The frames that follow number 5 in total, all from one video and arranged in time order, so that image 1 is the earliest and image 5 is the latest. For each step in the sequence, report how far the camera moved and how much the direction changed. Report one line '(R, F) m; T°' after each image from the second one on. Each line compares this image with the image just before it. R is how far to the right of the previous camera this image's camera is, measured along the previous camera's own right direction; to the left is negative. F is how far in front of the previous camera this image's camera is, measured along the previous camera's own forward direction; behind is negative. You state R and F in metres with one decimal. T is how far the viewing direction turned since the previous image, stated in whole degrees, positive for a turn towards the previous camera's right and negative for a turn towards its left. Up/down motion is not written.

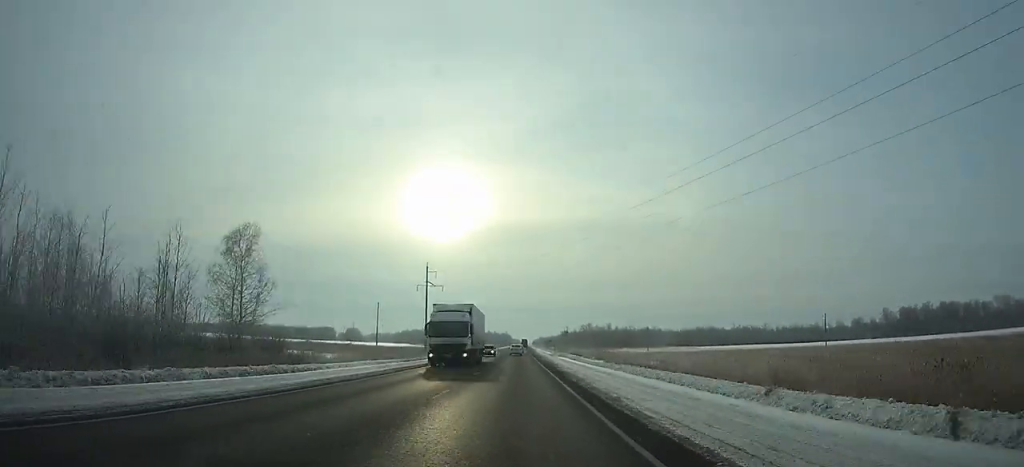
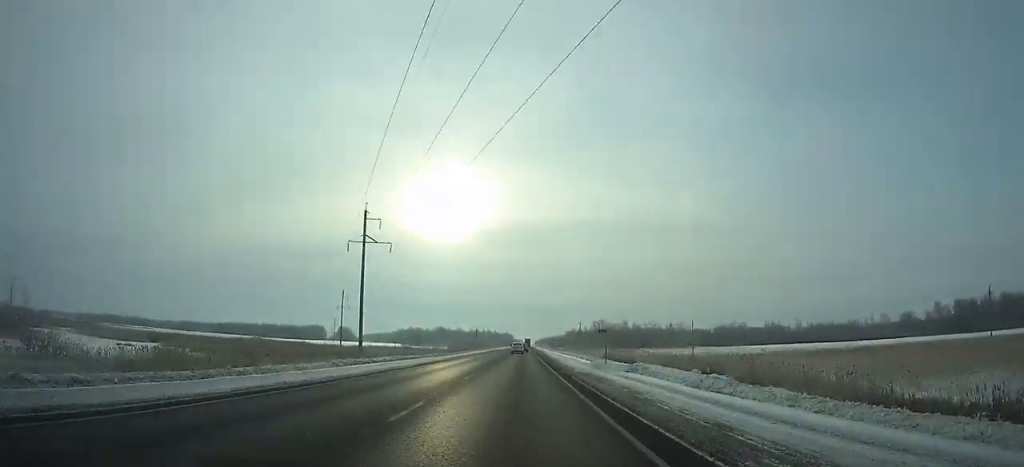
(-0.1, +52.6) m; 0°
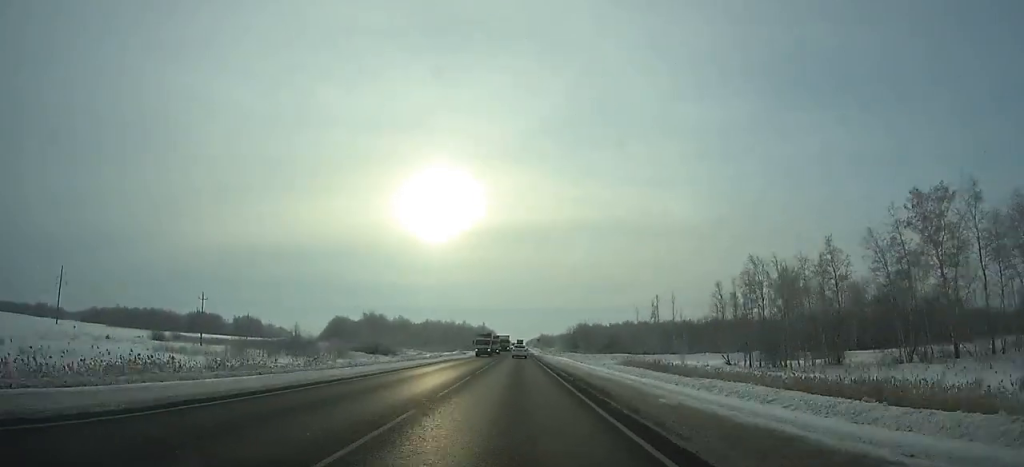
(+2.6, +281.1) m; +1°
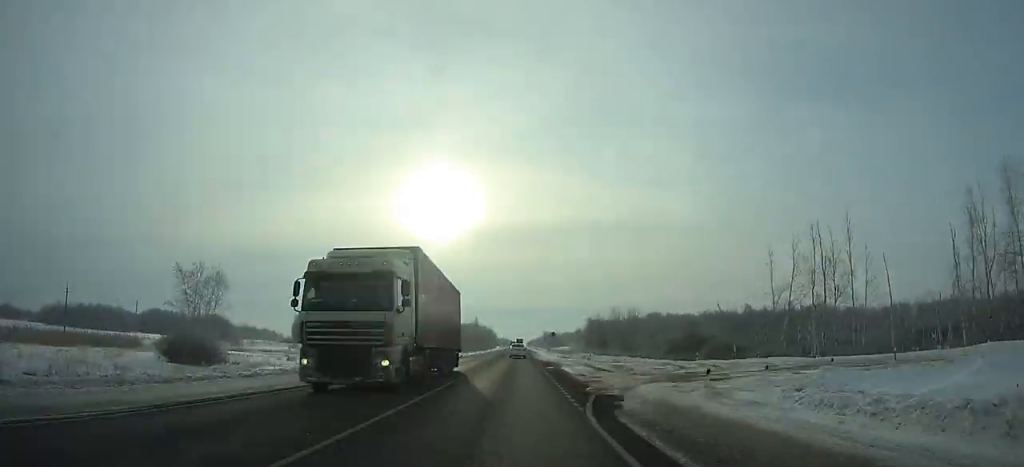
(-0.1, +72.7) m; 0°
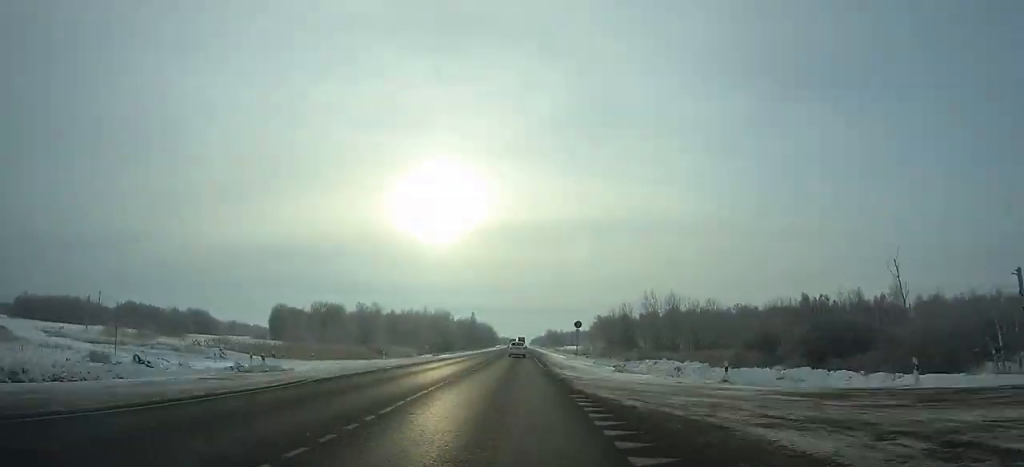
(0.0, +37.3) m; 0°
